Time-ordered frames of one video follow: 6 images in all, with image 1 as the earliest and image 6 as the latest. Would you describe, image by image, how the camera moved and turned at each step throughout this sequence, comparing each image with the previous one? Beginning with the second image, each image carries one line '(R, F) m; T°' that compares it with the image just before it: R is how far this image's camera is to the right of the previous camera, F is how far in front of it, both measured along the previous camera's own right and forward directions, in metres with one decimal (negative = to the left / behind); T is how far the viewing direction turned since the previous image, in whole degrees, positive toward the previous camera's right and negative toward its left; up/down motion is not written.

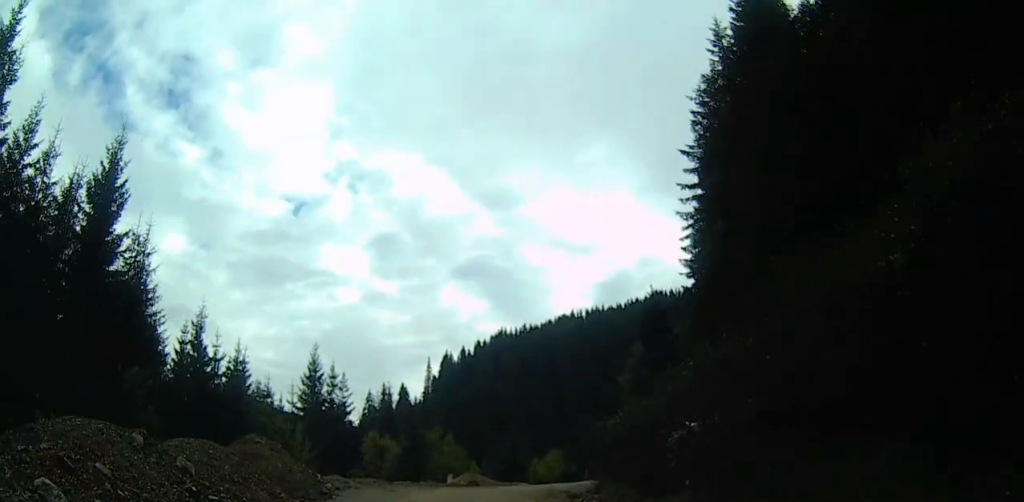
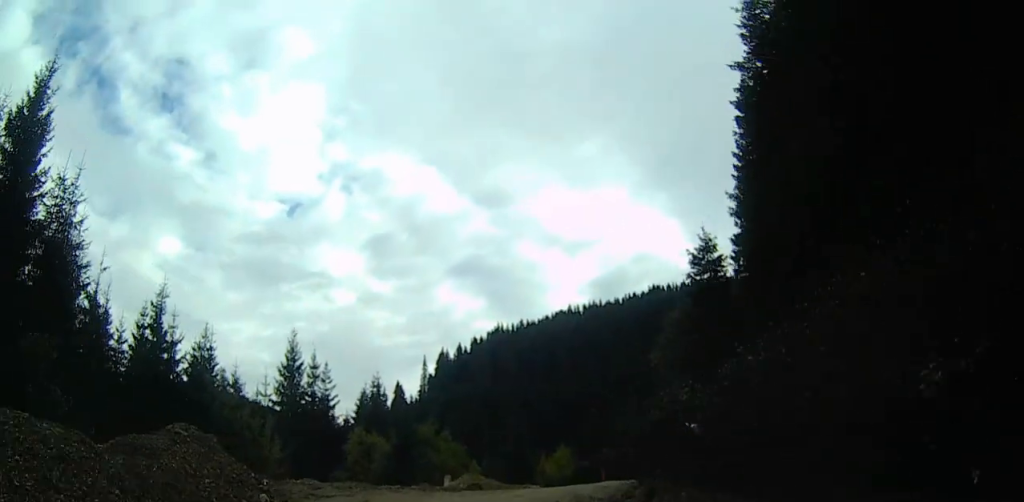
(+0.2, +6.6) m; +2°
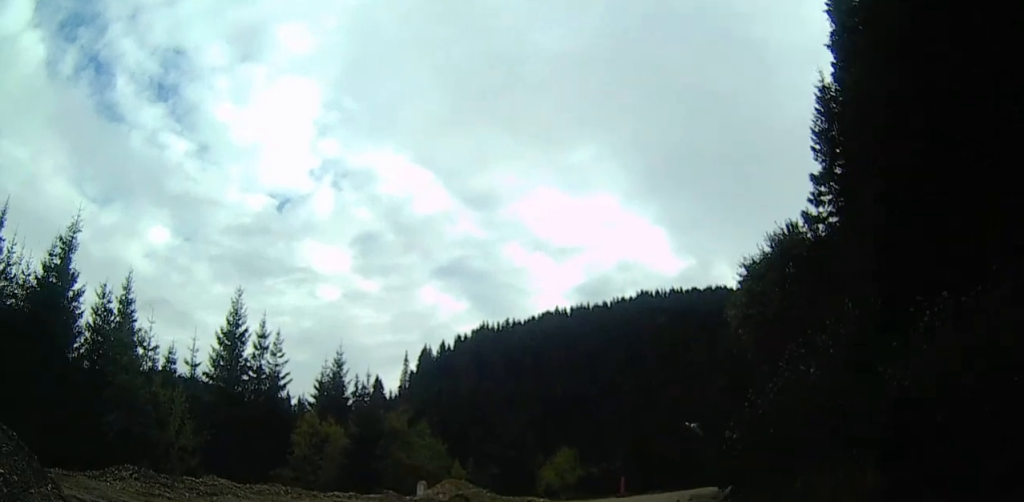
(+0.1, +12.2) m; -1°
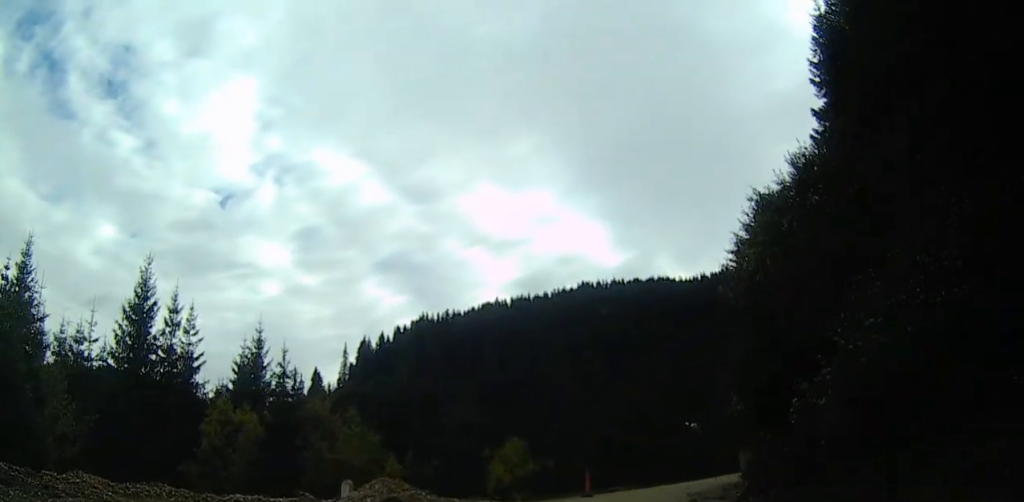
(-0.1, +6.7) m; -1°
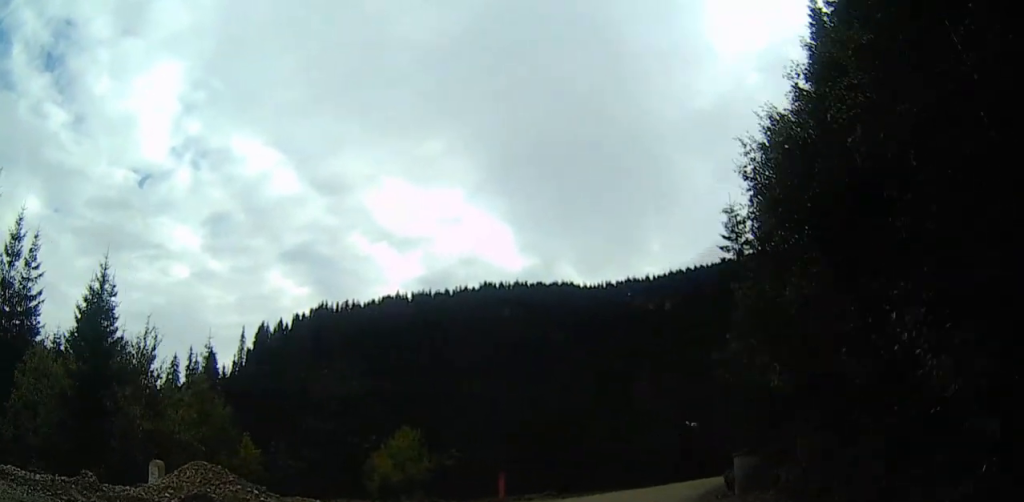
(0.0, +8.1) m; +6°
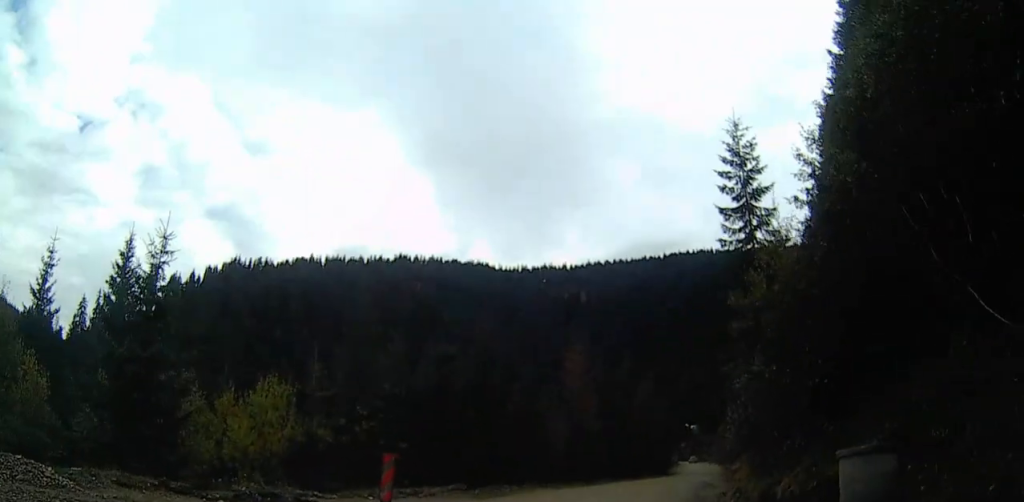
(+1.1, +8.6) m; +14°
